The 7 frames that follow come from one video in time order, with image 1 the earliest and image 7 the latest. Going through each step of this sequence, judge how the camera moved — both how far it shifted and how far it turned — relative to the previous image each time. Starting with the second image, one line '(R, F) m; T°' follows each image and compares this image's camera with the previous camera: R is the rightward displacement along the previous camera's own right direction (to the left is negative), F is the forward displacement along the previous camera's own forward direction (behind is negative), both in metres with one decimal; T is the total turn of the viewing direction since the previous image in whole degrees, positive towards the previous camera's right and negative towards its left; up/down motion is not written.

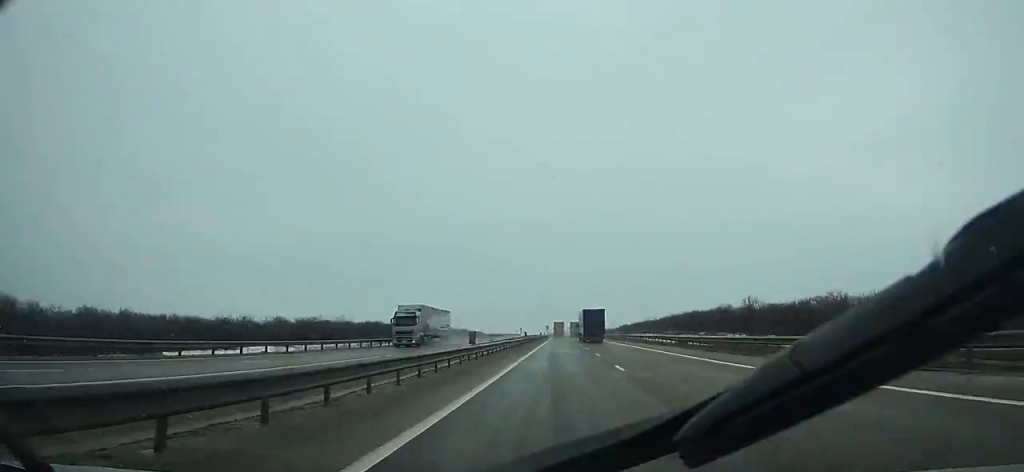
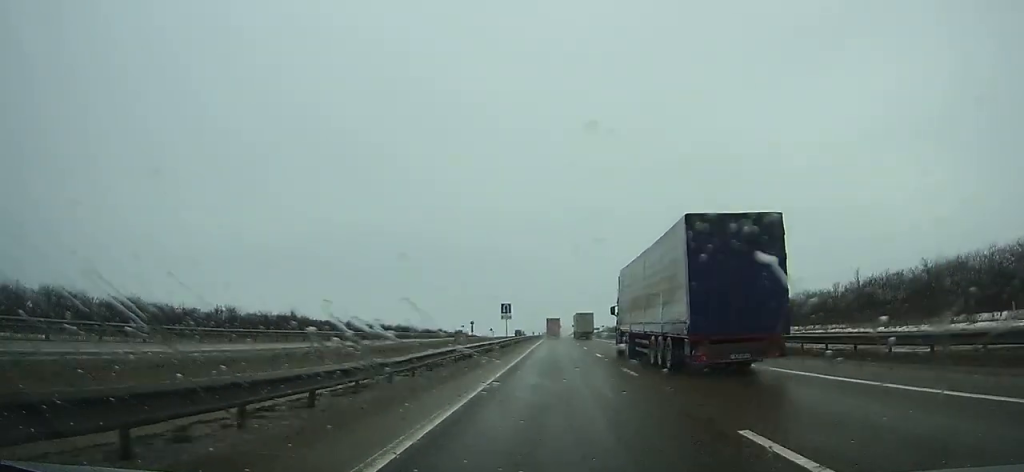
(+0.4, +145.0) m; 0°
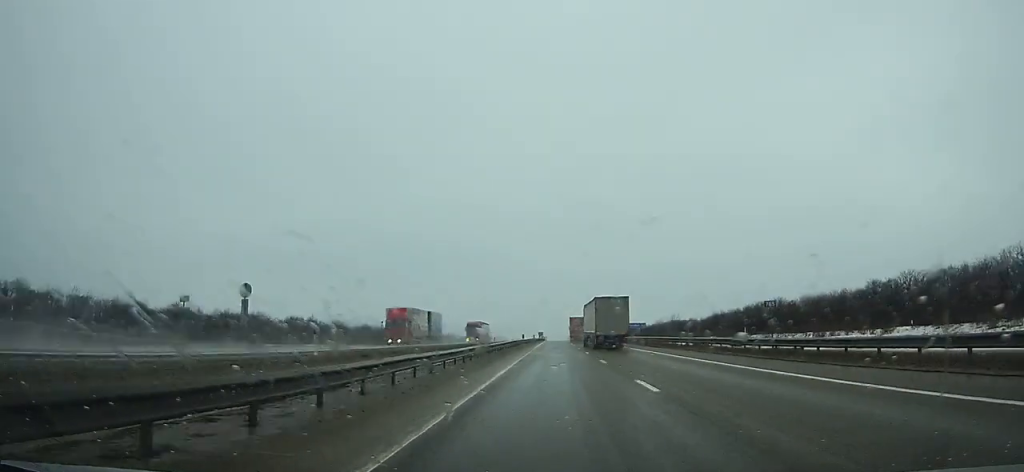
(-0.2, +99.8) m; 0°
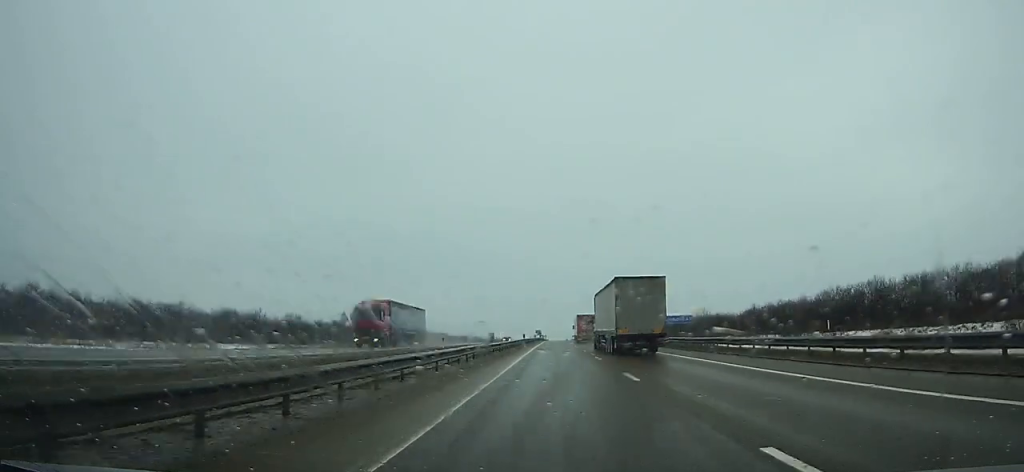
(-0.1, +32.3) m; 0°
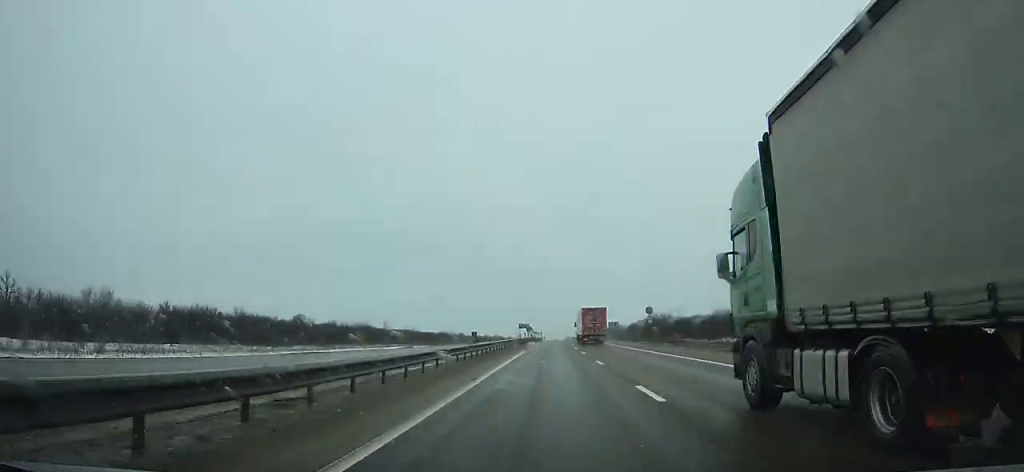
(-0.2, +77.2) m; 0°
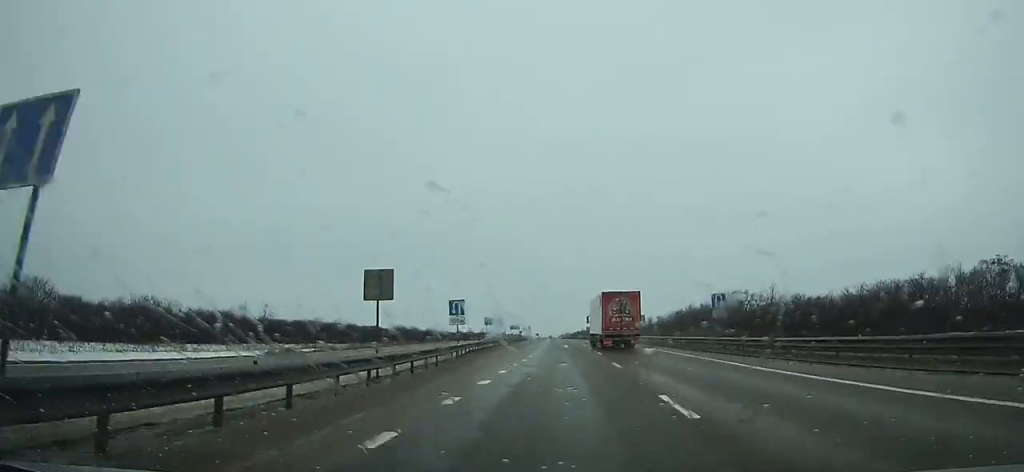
(+0.5, +98.3) m; +1°
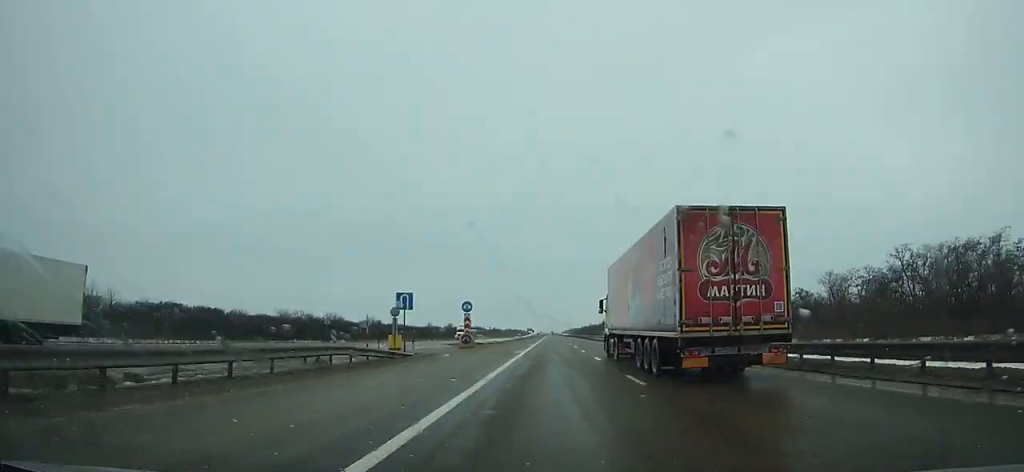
(0.0, +115.5) m; 0°
